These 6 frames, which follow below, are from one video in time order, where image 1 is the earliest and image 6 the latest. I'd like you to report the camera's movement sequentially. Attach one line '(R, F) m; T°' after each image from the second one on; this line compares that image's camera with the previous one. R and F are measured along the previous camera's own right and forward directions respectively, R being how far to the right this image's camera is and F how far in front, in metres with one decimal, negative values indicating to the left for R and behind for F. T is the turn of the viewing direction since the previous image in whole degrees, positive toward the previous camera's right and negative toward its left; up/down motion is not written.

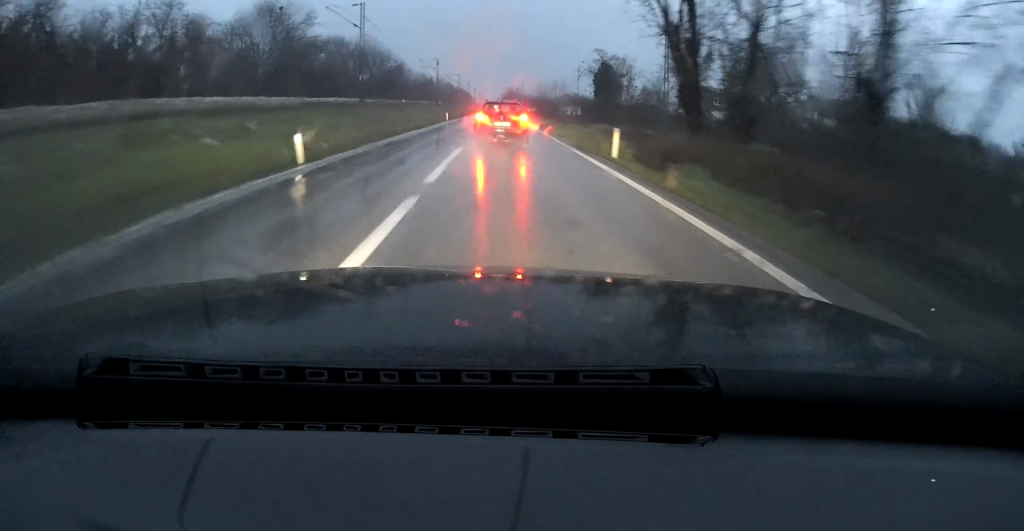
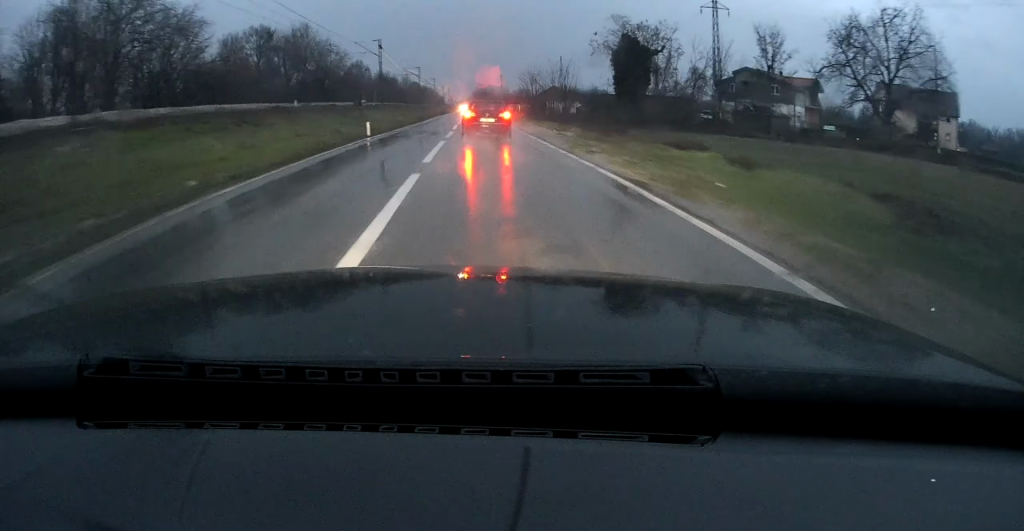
(-0.1, +34.1) m; 0°
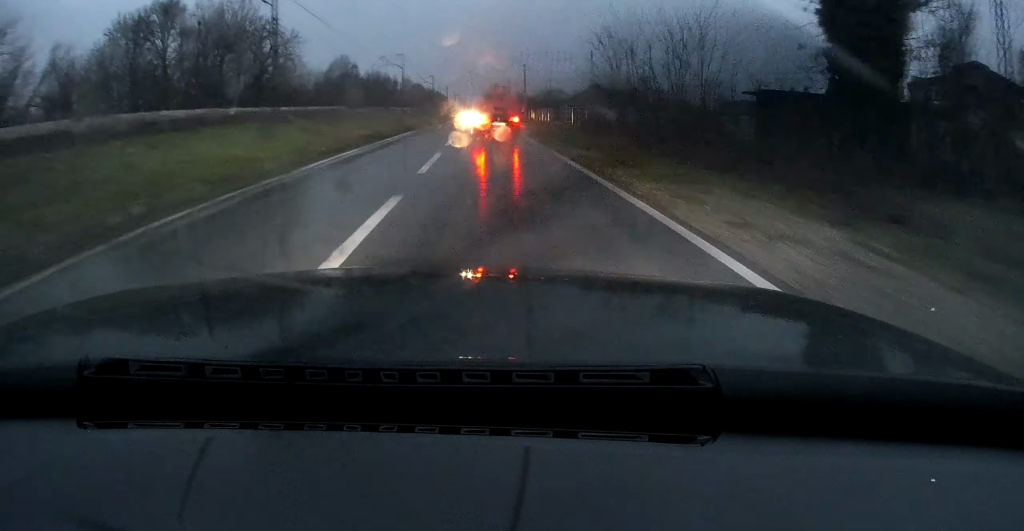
(0.0, +42.6) m; 0°
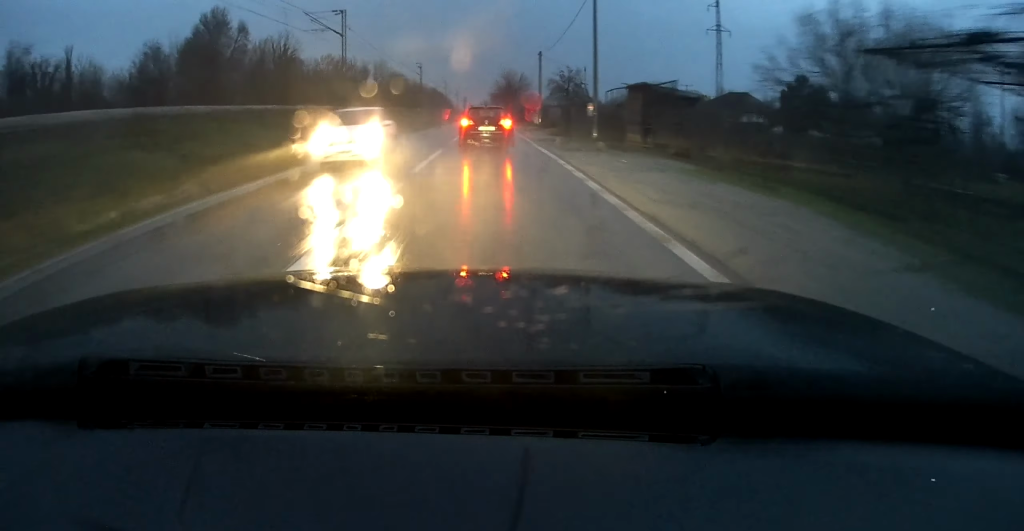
(-0.7, +98.5) m; -2°
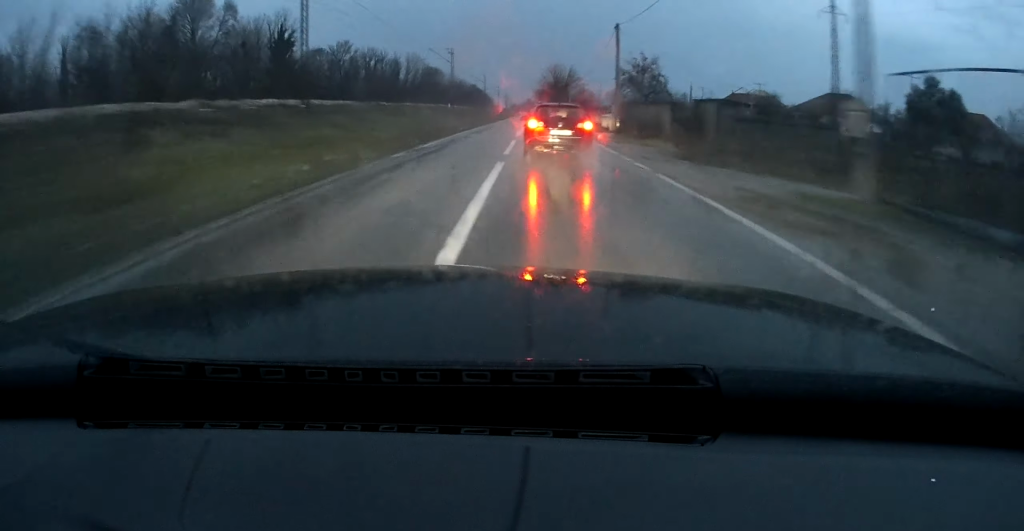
(-0.4, +21.8) m; 0°
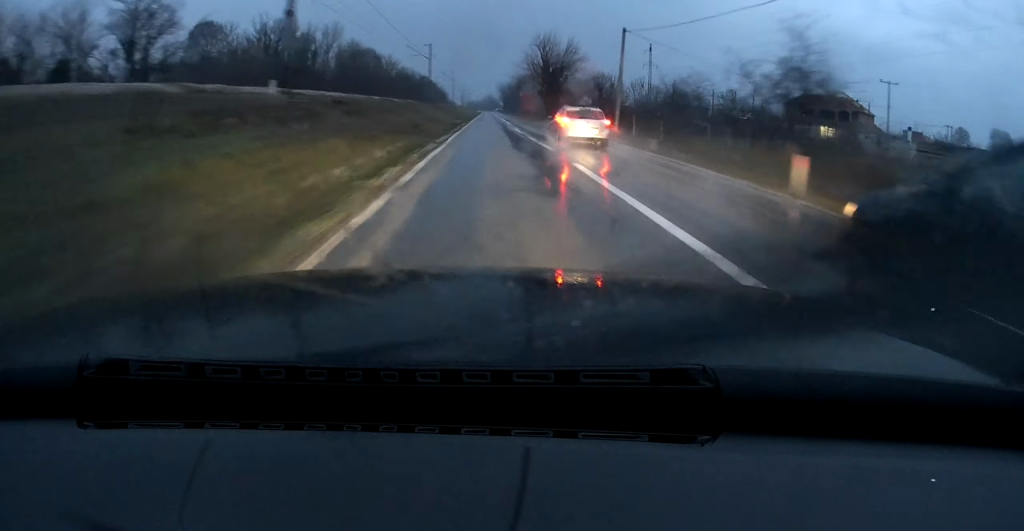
(-0.1, +59.1) m; +1°
